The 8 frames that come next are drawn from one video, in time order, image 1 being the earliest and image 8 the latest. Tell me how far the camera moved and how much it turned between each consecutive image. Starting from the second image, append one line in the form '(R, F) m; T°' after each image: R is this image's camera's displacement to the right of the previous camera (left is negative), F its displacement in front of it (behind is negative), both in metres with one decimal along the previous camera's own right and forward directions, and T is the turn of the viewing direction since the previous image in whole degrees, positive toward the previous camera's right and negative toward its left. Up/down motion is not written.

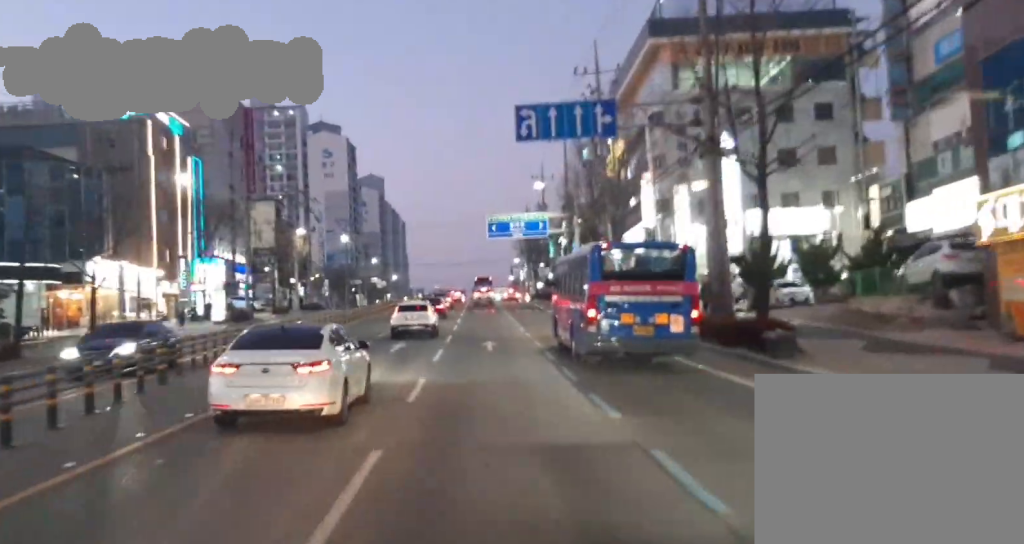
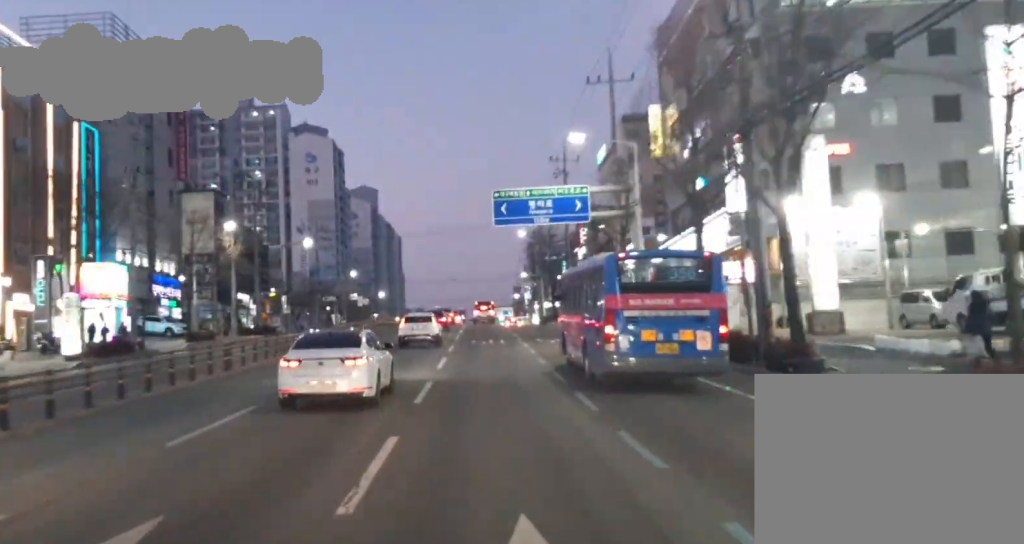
(-0.1, +24.7) m; +1°
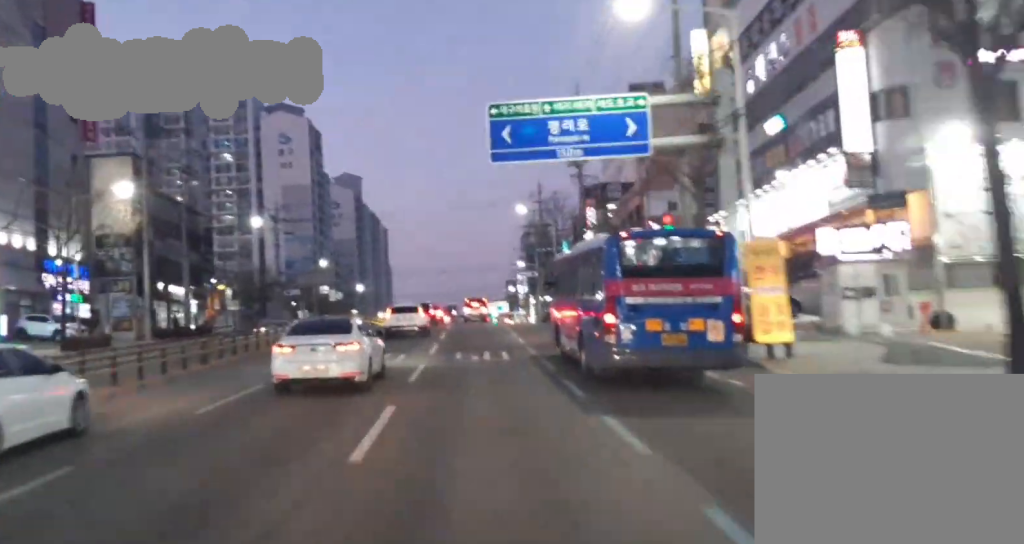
(+0.2, +16.8) m; 0°
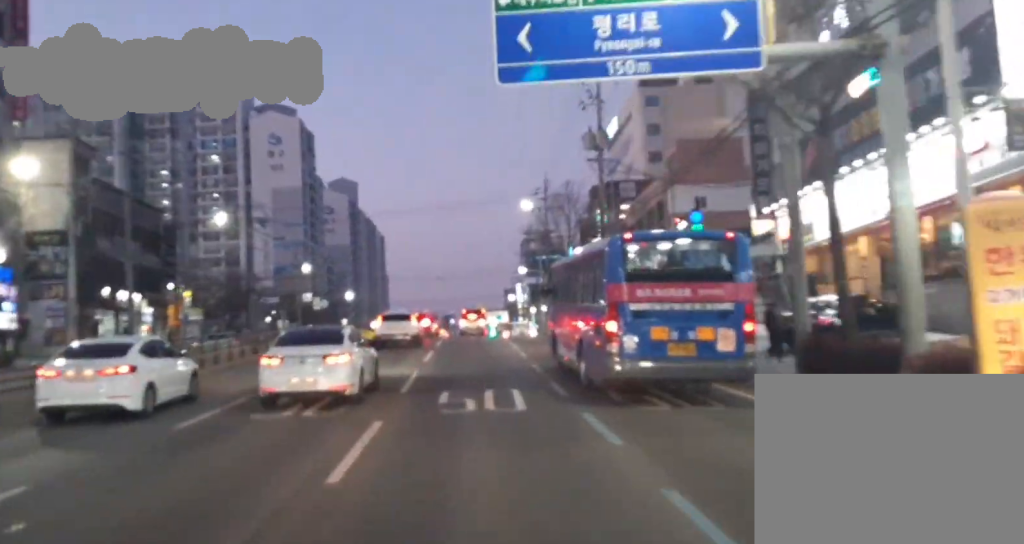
(-0.1, +10.2) m; 0°
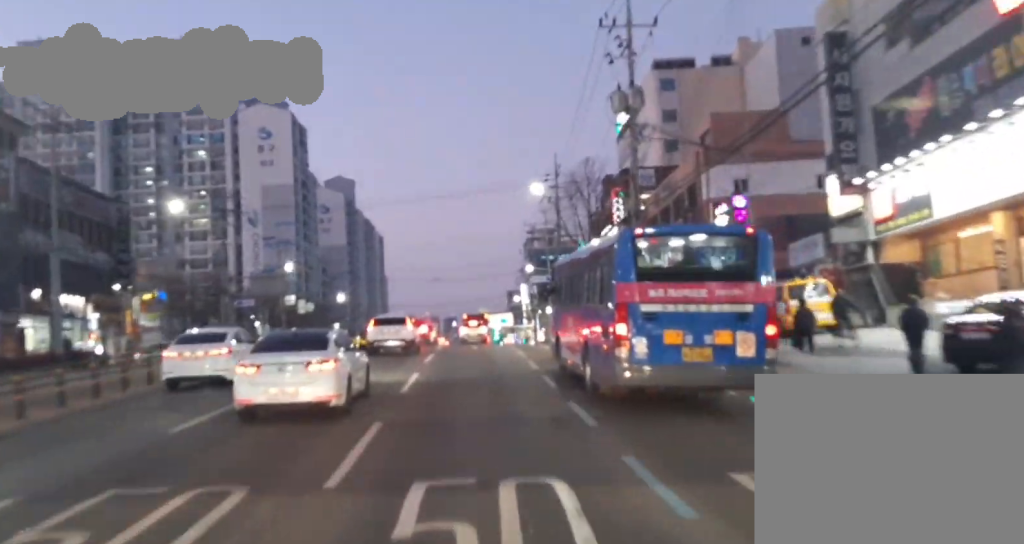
(-0.1, +9.6) m; 0°
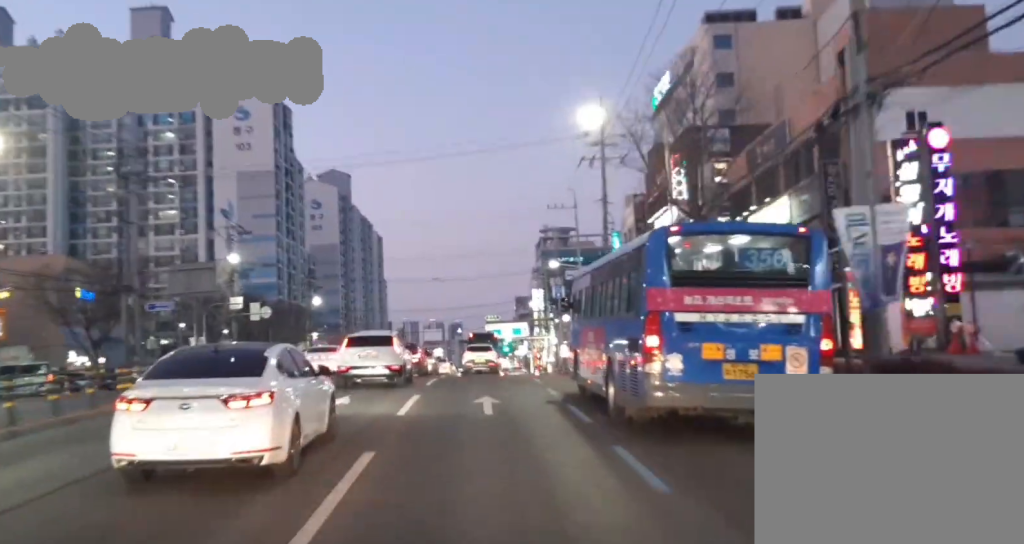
(0.0, +22.5) m; 0°
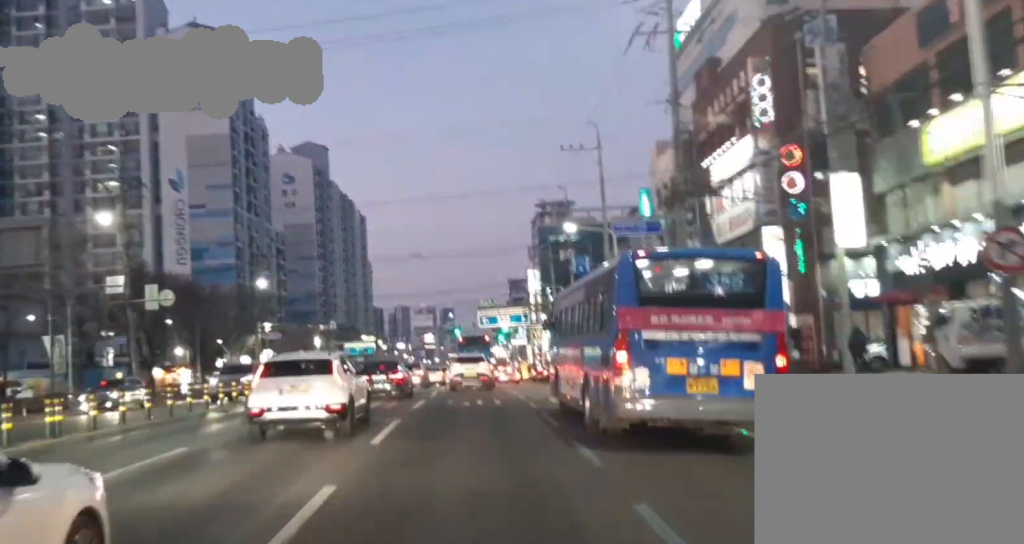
(0.0, +24.5) m; 0°
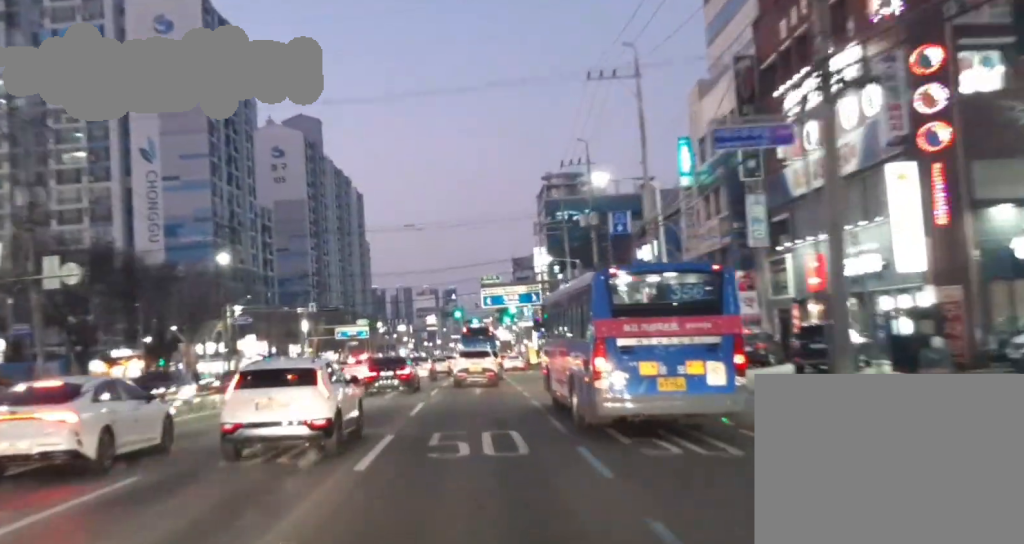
(0.0, +14.7) m; 0°
